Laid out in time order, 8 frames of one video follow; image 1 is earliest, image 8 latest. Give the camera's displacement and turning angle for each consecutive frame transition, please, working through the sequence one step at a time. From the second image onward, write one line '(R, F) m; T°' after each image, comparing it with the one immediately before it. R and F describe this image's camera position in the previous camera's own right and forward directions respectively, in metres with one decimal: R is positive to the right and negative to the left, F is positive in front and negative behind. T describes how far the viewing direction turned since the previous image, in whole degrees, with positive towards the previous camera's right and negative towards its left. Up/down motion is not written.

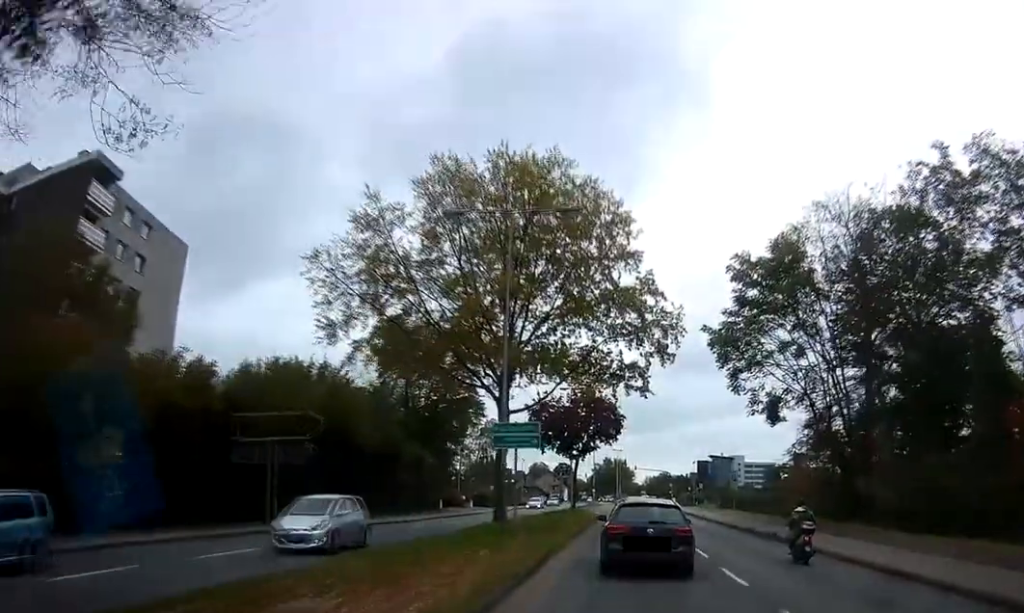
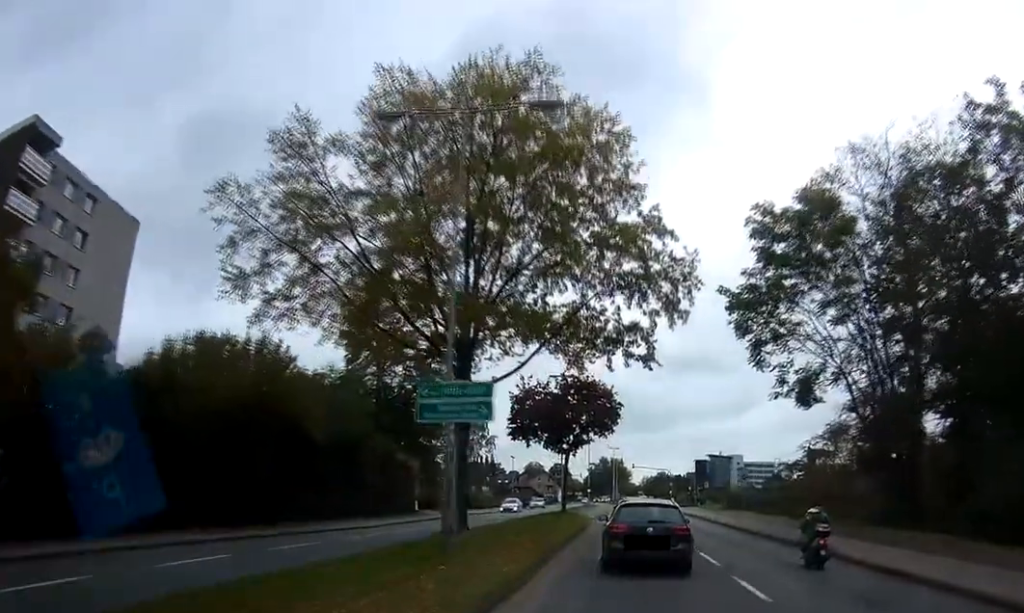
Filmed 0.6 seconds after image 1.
(0.0, +8.0) m; +1°
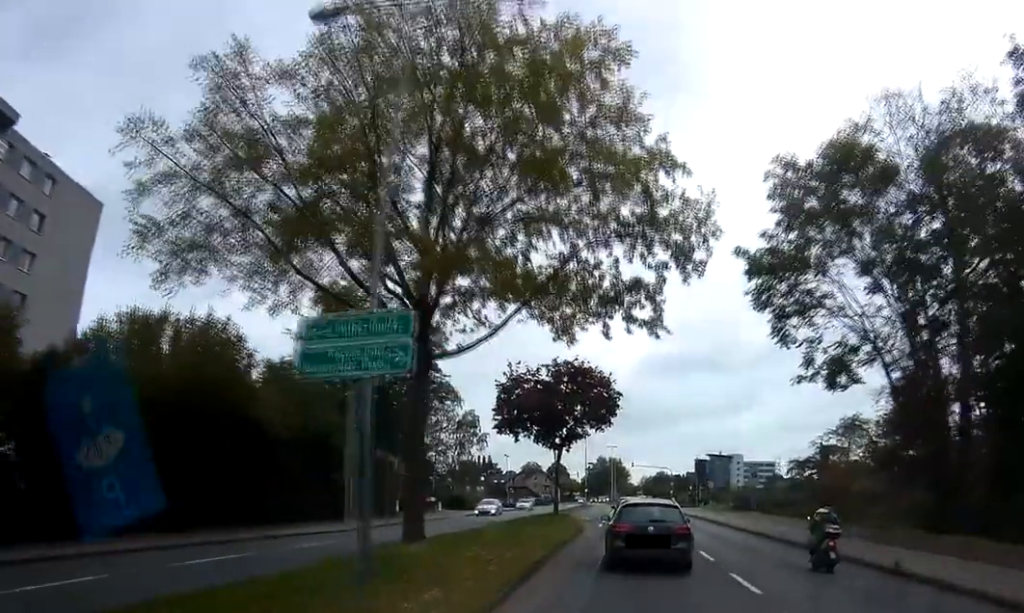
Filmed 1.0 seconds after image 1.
(0.0, +6.1) m; +1°
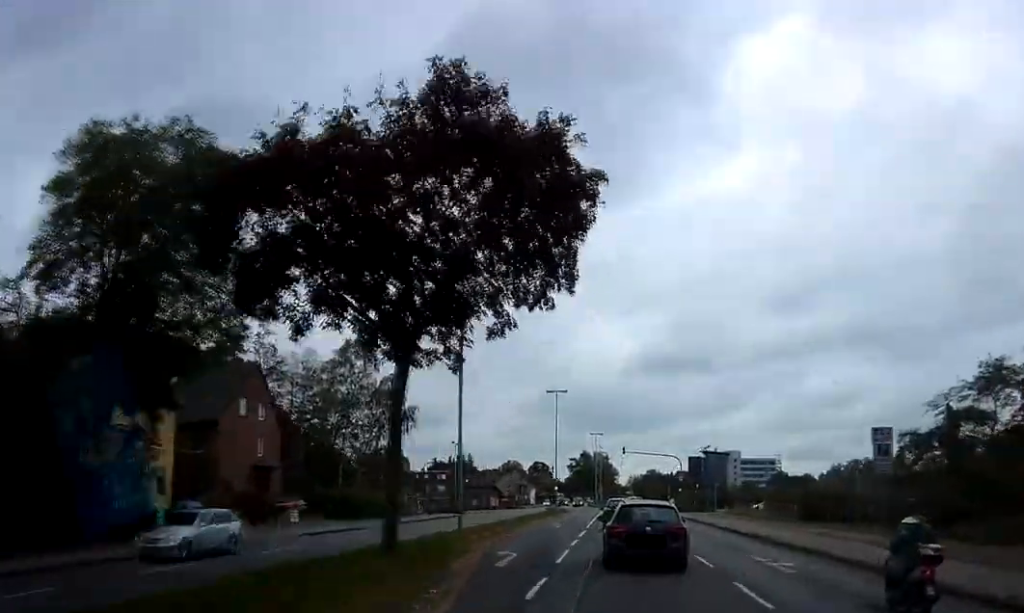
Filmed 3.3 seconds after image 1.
(+1.0, +31.2) m; +2°
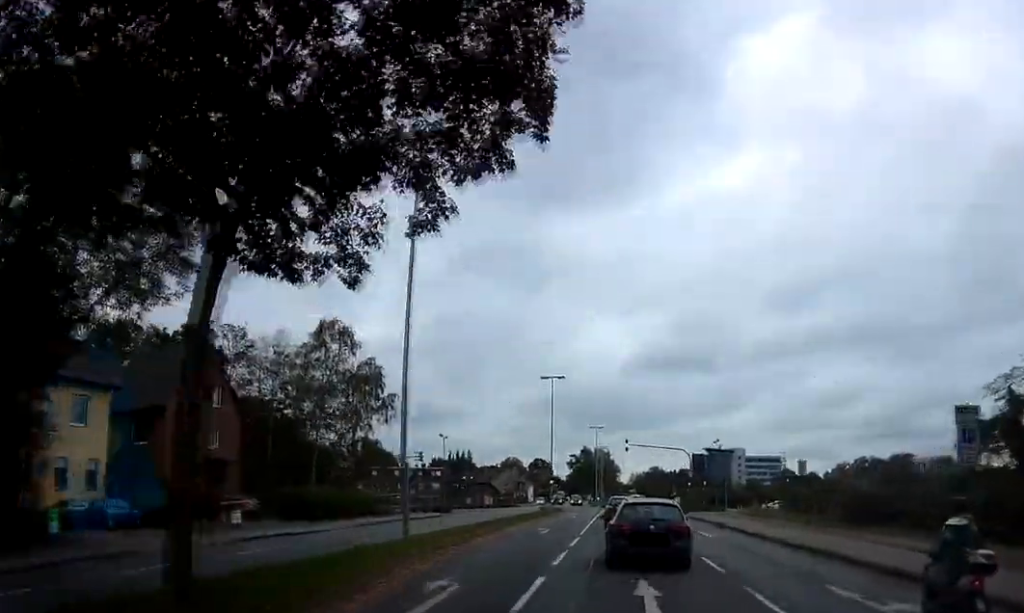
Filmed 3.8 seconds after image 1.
(0.0, +7.7) m; 0°
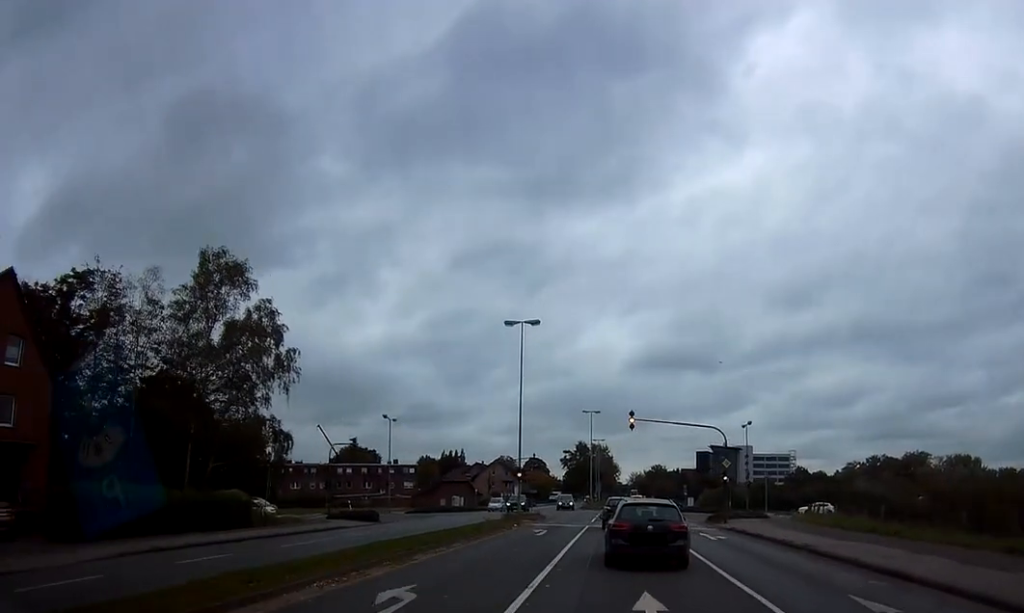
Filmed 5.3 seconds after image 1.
(0.0, +20.8) m; -1°
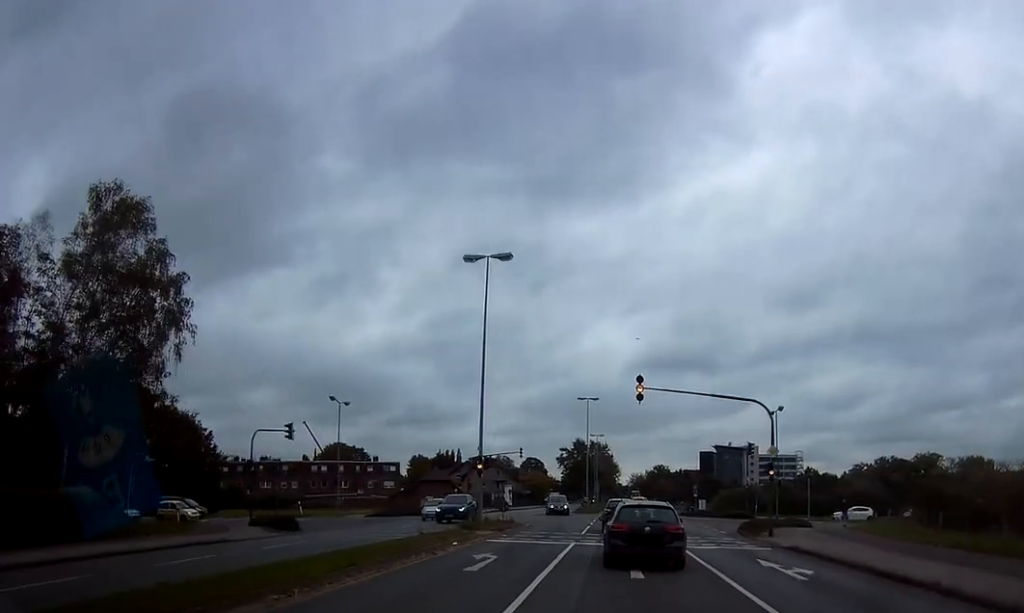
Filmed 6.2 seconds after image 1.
(-0.1, +11.6) m; -2°
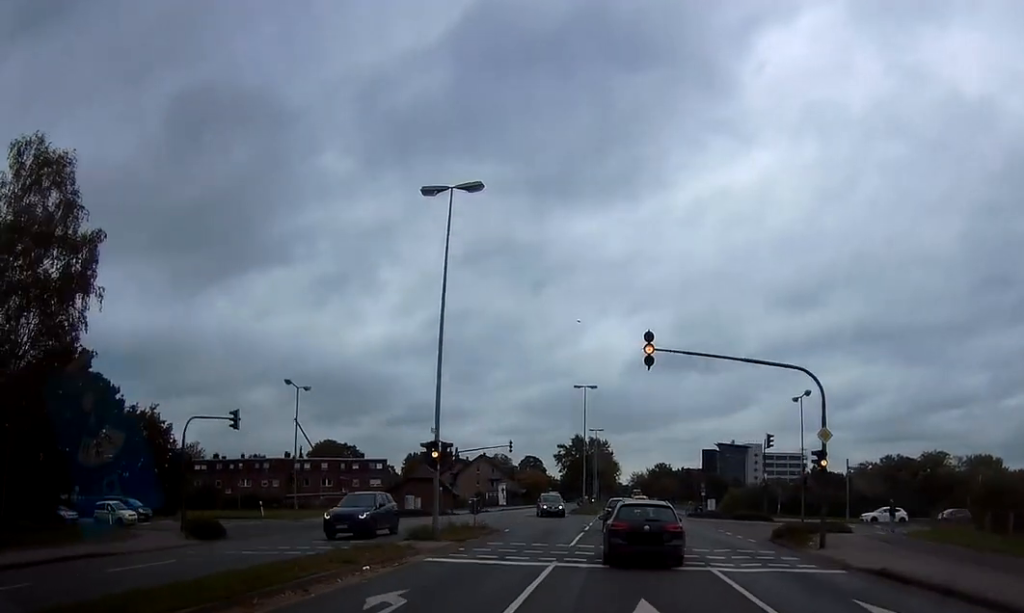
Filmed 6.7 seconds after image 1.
(-0.1, +7.1) m; -1°
